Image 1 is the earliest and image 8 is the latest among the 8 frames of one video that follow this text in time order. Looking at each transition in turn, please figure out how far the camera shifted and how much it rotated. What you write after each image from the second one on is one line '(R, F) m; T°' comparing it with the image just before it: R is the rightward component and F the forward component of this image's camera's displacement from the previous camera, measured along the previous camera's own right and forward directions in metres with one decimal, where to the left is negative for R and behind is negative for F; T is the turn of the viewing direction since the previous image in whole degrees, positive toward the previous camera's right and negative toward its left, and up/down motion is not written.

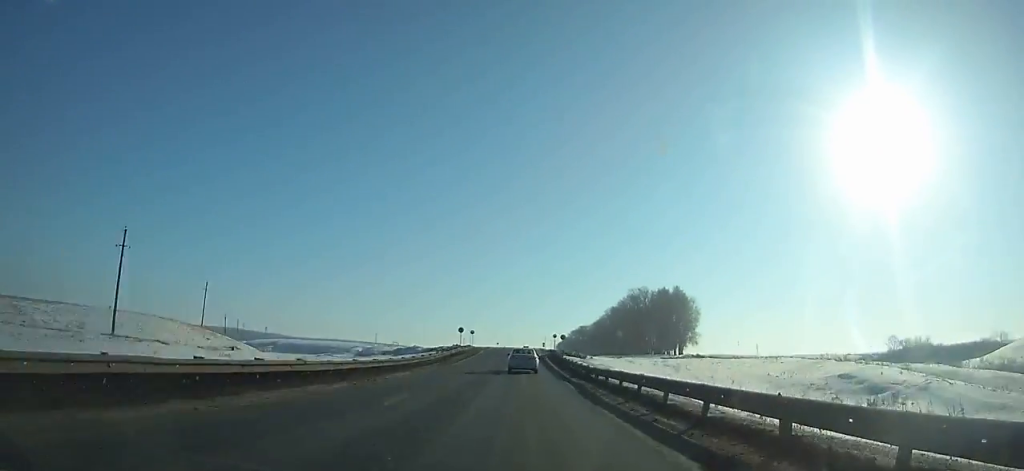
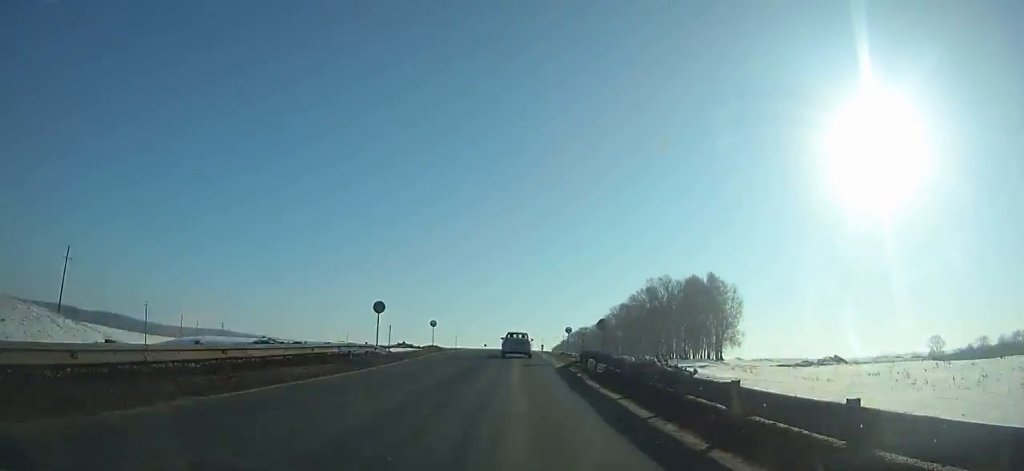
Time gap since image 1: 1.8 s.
(+0.2, +38.4) m; 0°
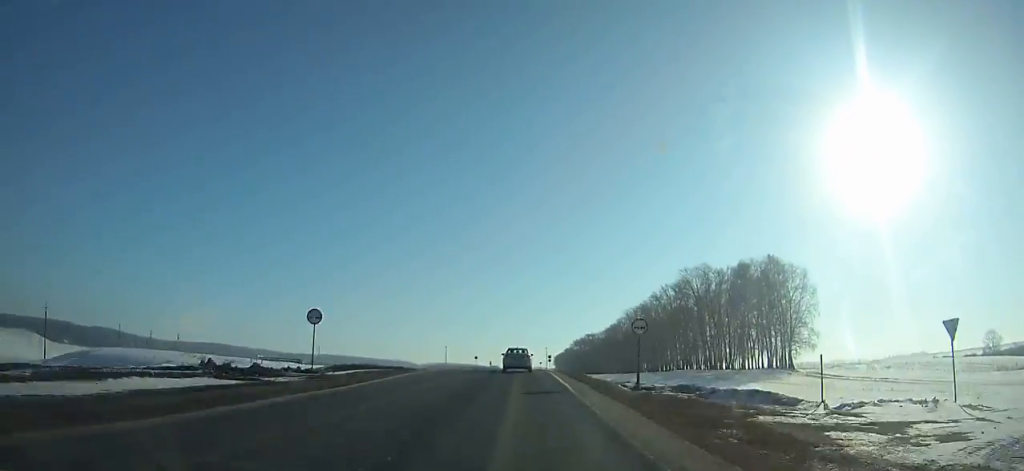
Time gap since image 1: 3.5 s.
(0.0, +36.2) m; 0°
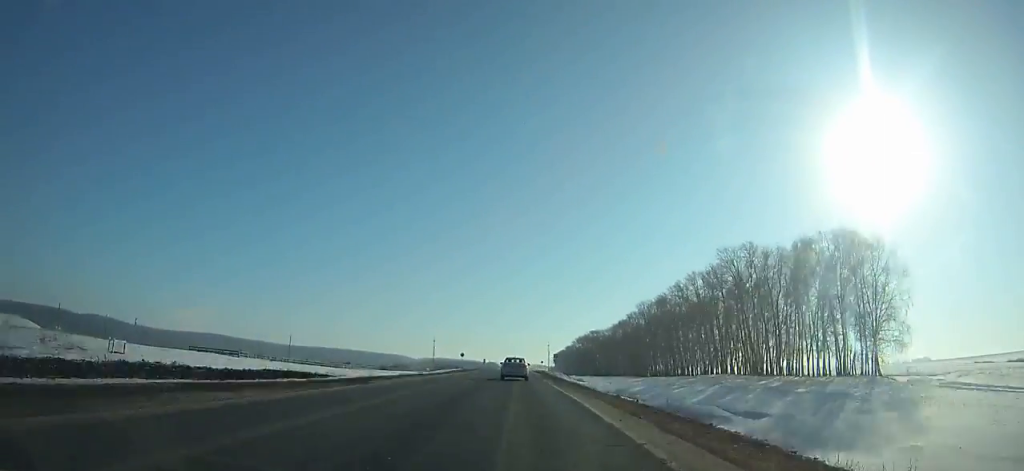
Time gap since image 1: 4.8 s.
(-0.1, +27.7) m; 0°
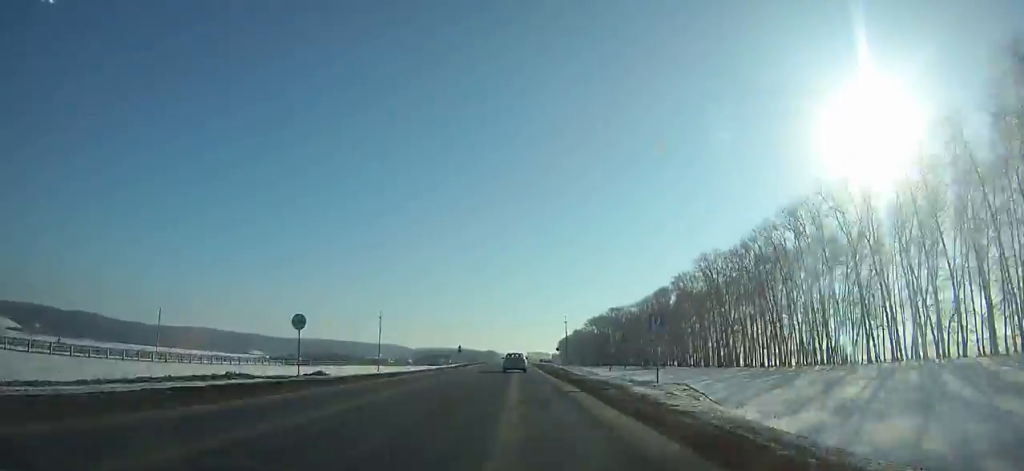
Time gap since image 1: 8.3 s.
(-0.1, +75.3) m; 0°
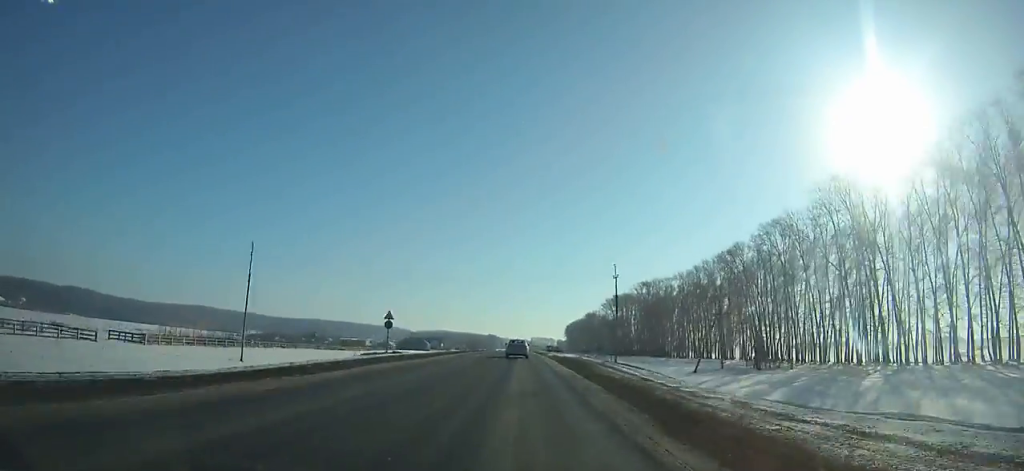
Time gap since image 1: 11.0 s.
(-0.2, +59.3) m; 0°
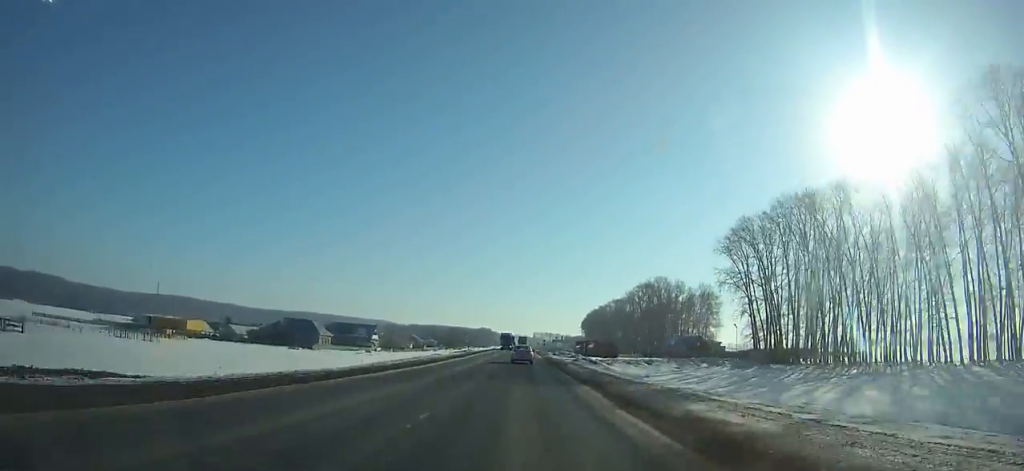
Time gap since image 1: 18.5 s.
(-0.2, +165.1) m; 0°
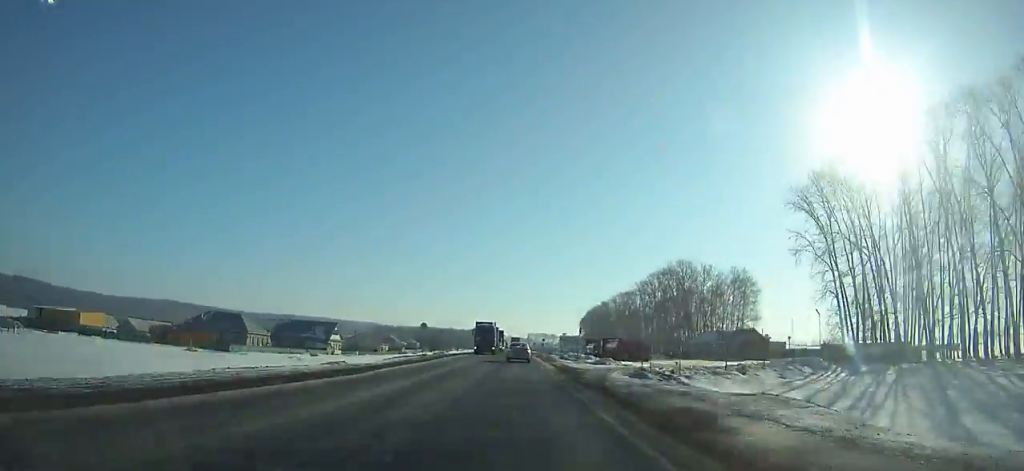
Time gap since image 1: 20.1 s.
(+0.2, +34.1) m; 0°
